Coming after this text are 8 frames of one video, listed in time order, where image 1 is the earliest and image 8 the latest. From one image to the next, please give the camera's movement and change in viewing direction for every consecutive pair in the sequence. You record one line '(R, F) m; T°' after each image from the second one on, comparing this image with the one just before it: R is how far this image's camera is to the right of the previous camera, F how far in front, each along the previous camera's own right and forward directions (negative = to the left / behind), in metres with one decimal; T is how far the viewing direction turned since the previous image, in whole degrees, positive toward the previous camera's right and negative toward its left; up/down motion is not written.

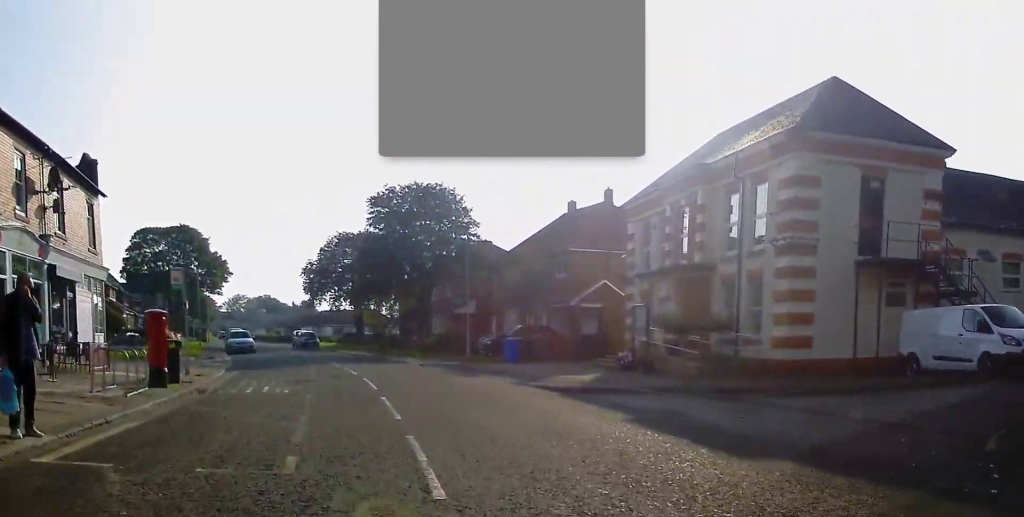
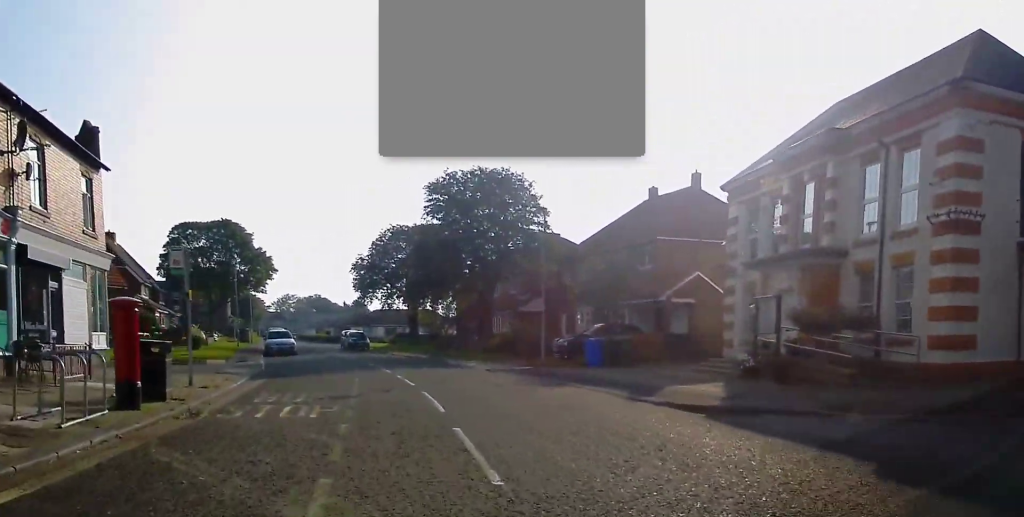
(-0.5, +5.2) m; -4°
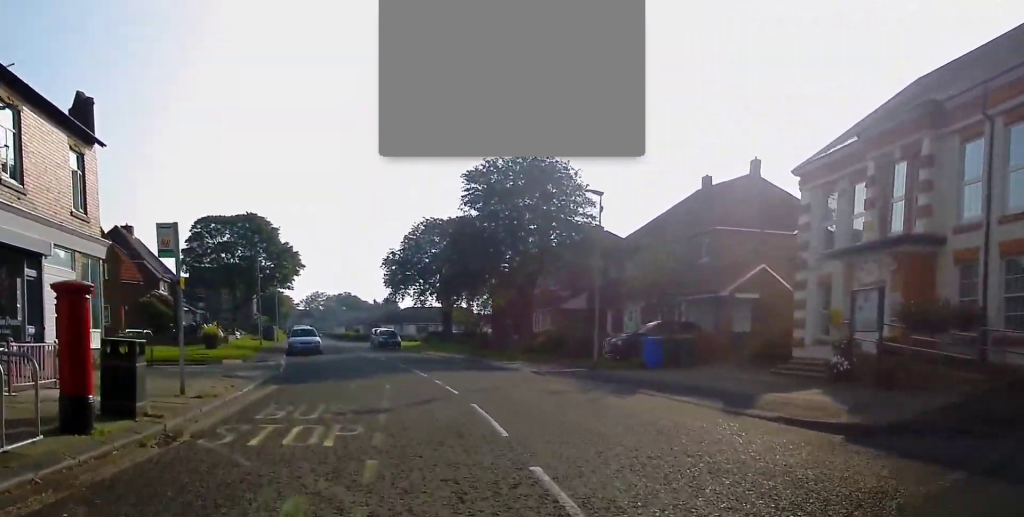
(-0.3, +3.2) m; -2°
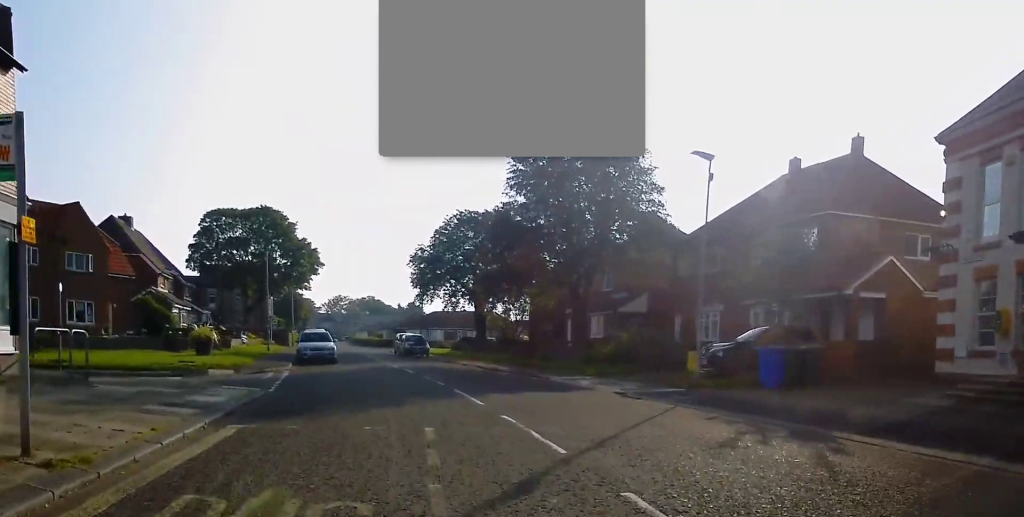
(+0.5, +7.1) m; +3°
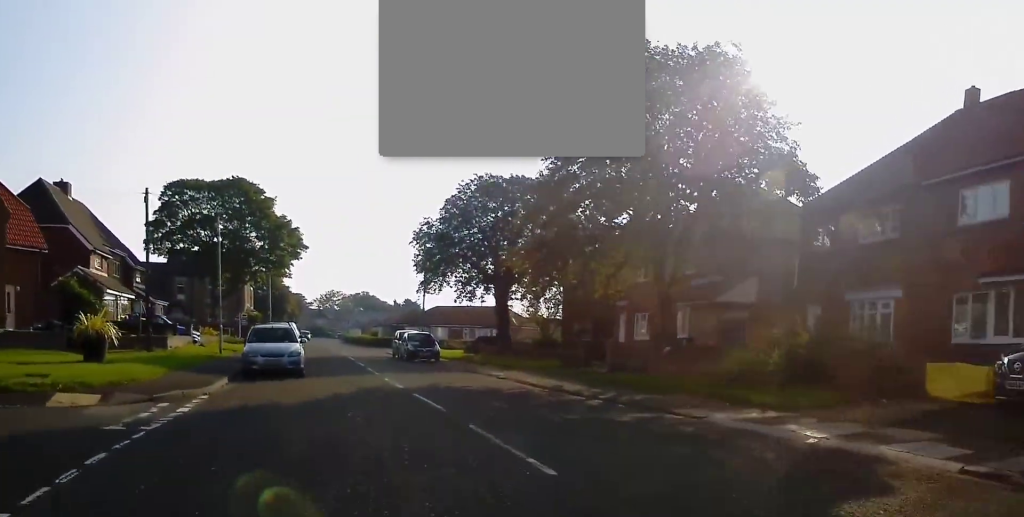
(-1.0, +12.9) m; -4°
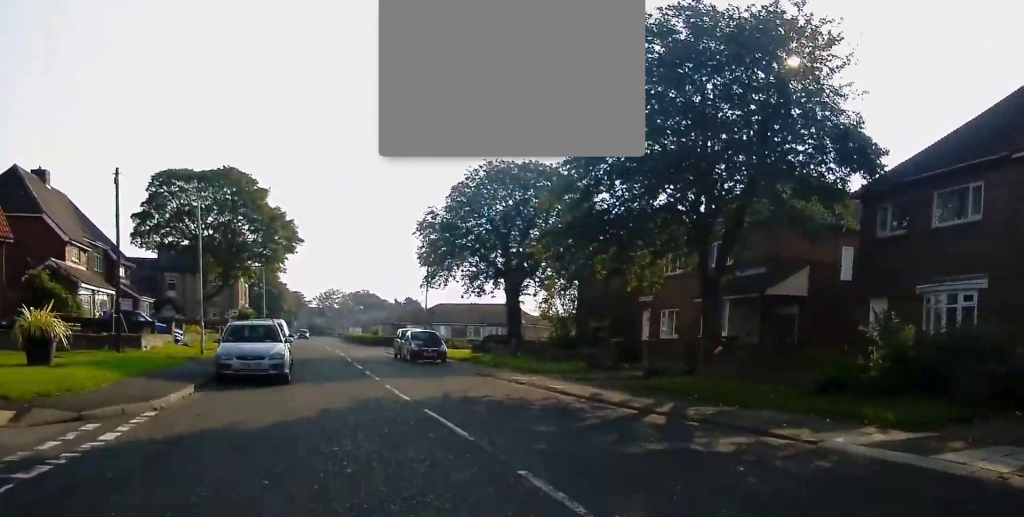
(+0.2, +3.8) m; 0°
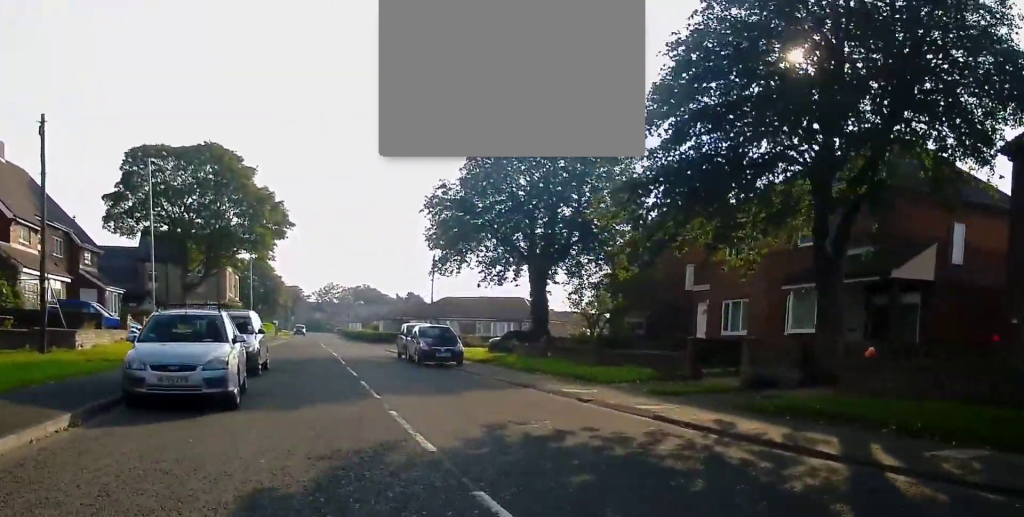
(+0.1, +6.7) m; 0°
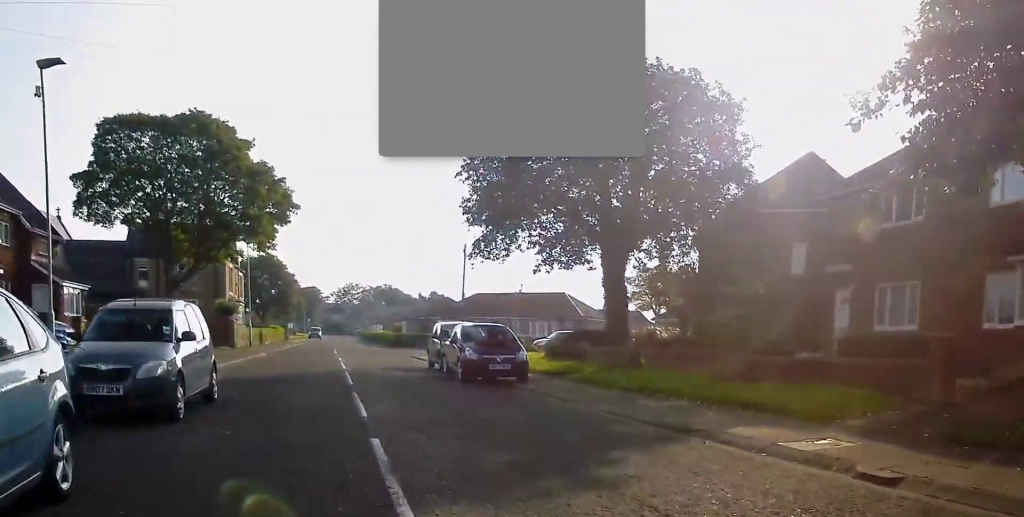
(0.0, +9.1) m; 0°
